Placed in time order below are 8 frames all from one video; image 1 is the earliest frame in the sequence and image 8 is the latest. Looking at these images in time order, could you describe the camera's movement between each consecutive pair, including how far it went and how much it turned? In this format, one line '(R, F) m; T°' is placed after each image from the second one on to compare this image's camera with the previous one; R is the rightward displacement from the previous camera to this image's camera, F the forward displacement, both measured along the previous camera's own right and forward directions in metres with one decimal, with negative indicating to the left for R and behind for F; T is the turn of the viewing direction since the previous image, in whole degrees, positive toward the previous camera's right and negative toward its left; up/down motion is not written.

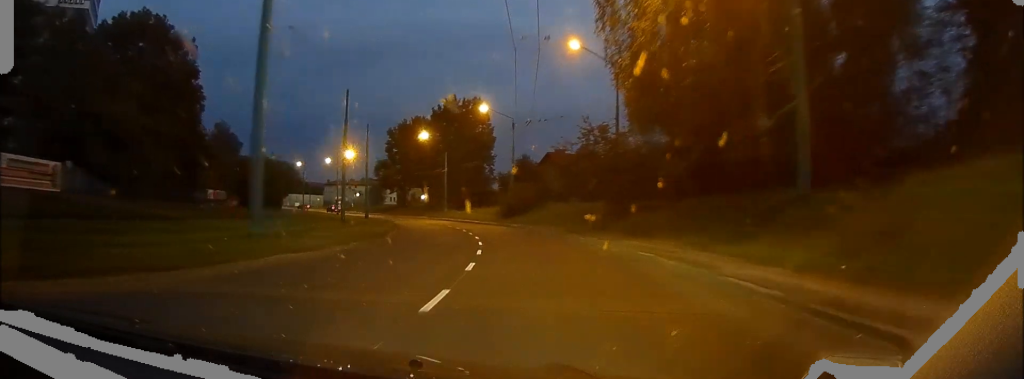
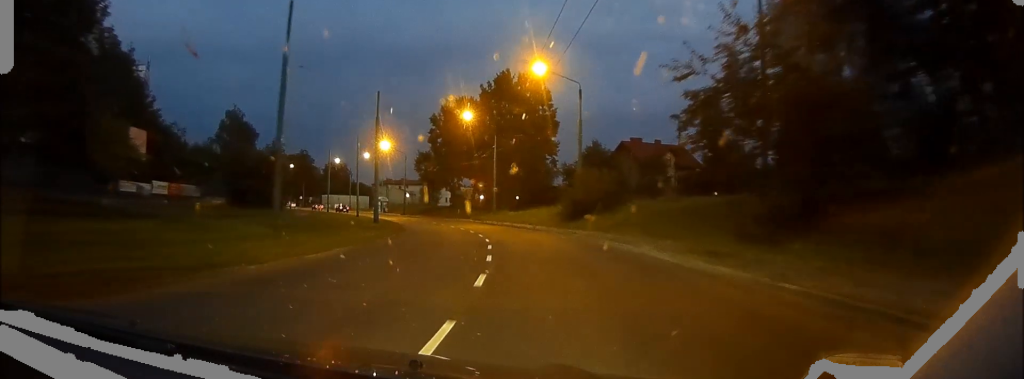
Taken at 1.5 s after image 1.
(-1.3, +21.7) m; -6°
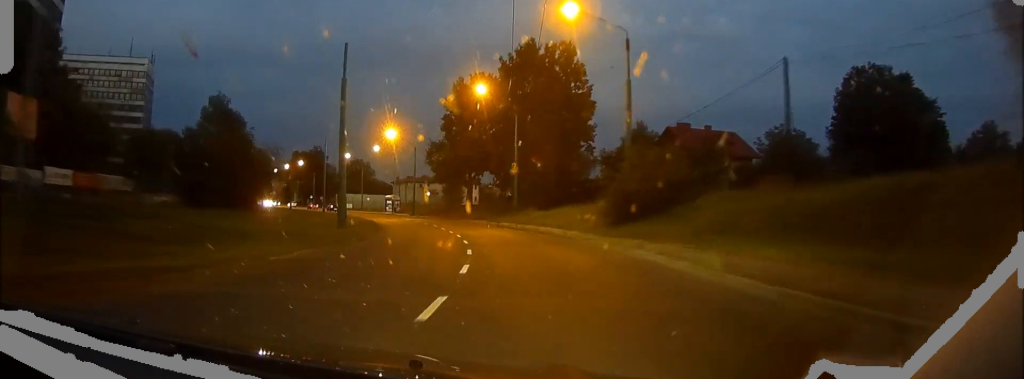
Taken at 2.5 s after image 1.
(-0.6, +16.1) m; -4°
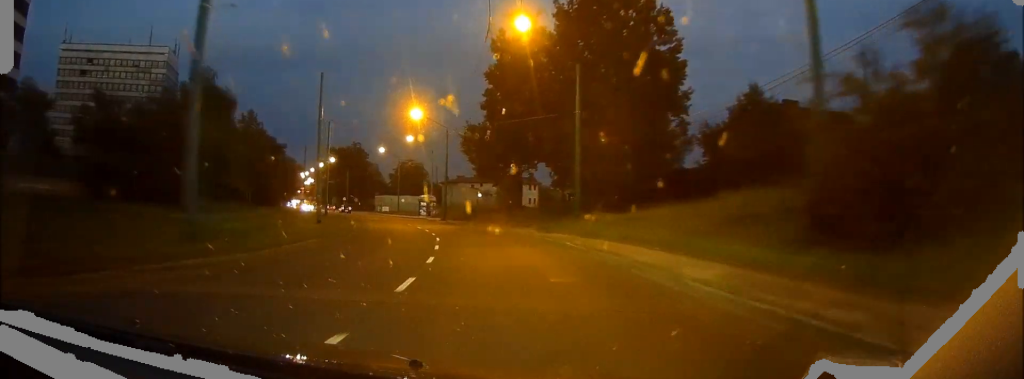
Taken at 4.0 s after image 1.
(-0.8, +22.0) m; -4°
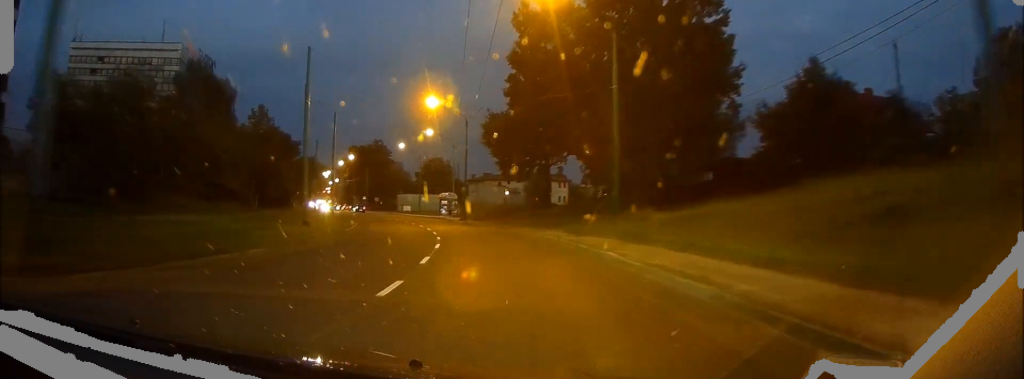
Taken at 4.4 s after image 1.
(0.0, +7.2) m; -2°
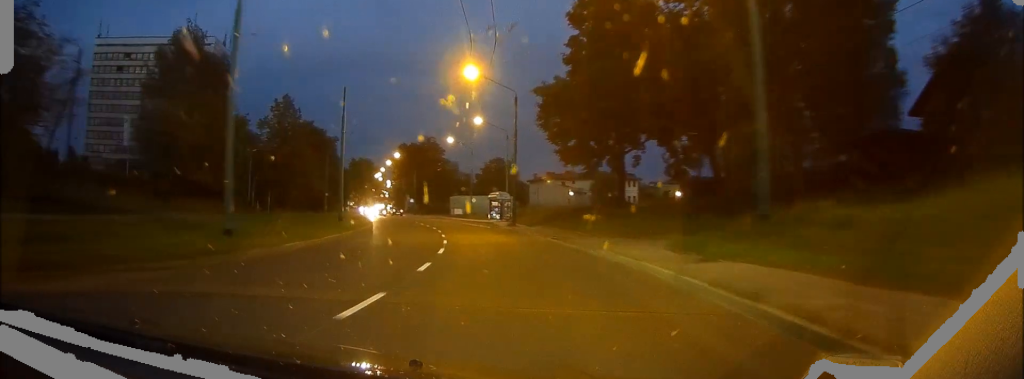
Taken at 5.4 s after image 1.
(-0.7, +15.0) m; -6°
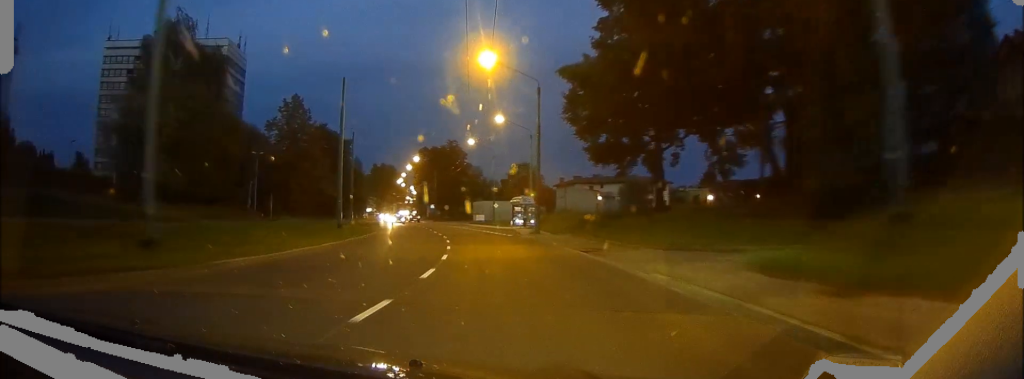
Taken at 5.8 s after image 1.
(0.0, +6.2) m; -3°
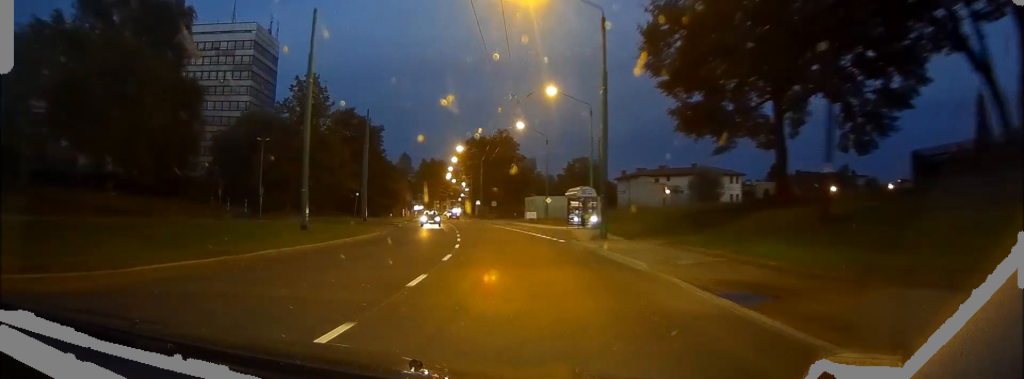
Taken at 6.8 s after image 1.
(-0.9, +14.9) m; -6°
